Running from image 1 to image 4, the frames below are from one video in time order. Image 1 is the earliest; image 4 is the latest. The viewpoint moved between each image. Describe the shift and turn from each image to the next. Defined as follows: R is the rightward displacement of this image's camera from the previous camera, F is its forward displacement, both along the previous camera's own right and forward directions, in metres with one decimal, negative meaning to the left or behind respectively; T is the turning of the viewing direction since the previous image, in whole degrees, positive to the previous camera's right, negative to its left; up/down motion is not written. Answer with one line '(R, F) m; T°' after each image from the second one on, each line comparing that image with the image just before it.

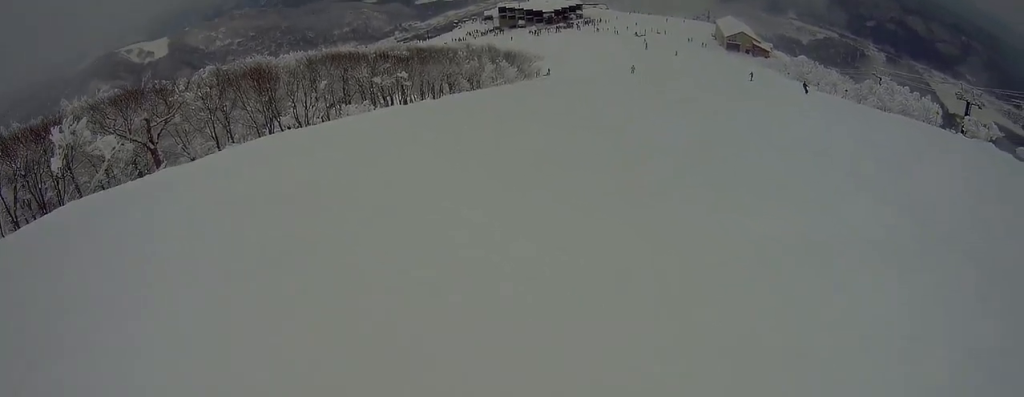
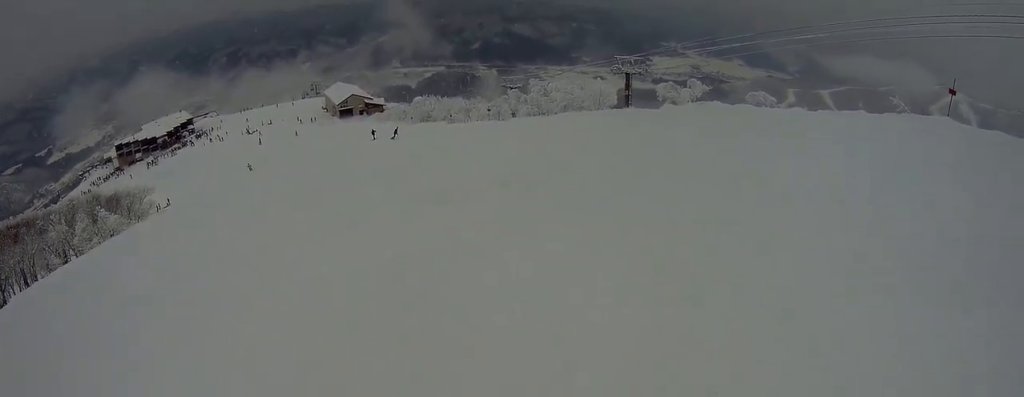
(+3.5, +7.5) m; +20°
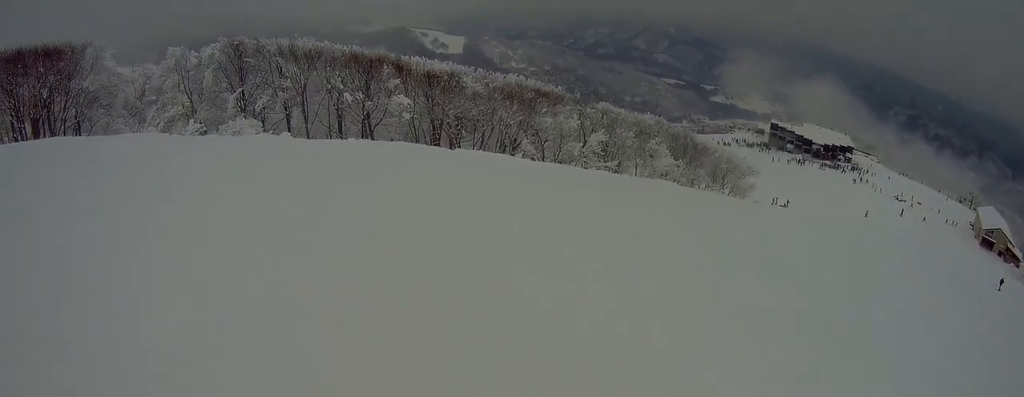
(-6.8, +6.8) m; -64°
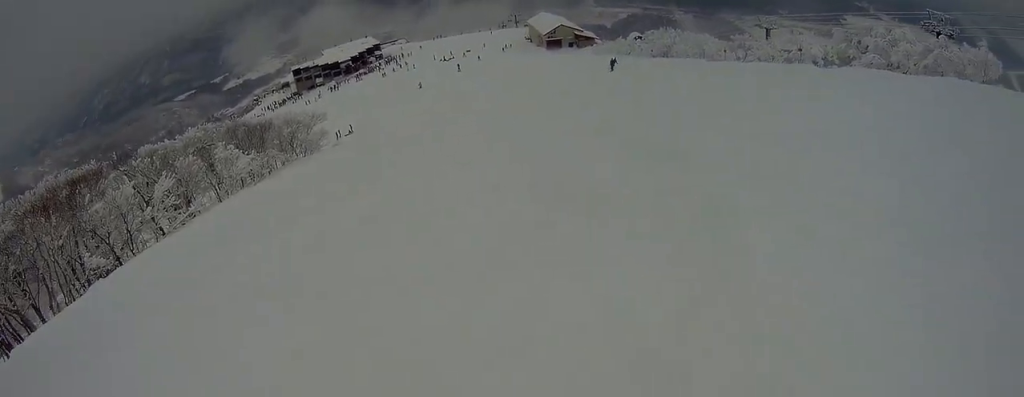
(+1.7, +6.6) m; +35°
